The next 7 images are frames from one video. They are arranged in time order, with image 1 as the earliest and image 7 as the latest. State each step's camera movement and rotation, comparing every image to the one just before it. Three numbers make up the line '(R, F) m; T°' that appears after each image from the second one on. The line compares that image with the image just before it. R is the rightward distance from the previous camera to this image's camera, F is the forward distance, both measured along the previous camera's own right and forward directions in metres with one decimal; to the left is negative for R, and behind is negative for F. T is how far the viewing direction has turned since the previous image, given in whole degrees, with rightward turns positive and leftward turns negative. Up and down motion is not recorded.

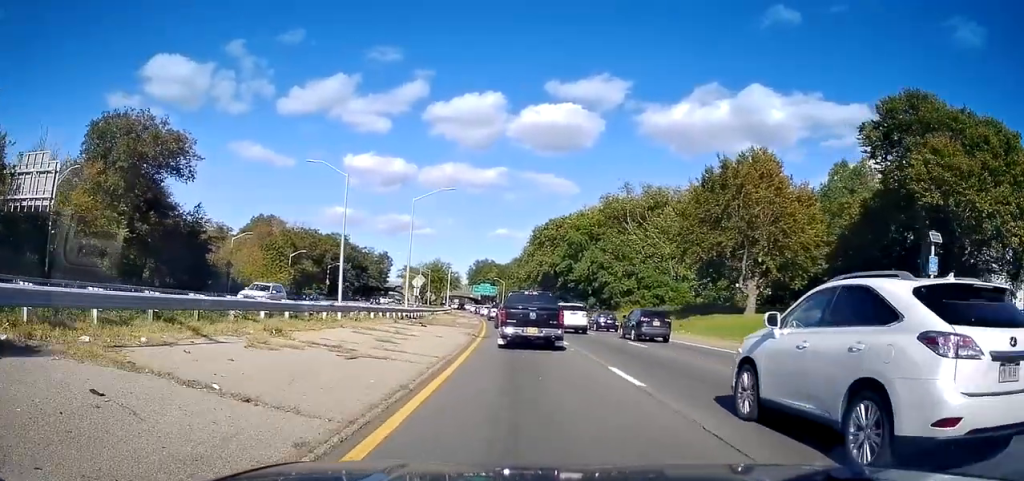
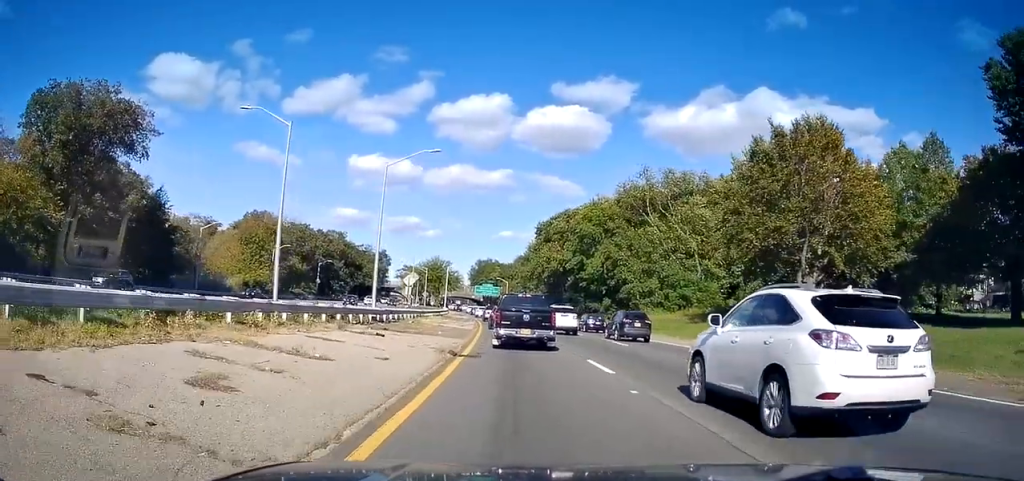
(-0.1, +10.1) m; -1°
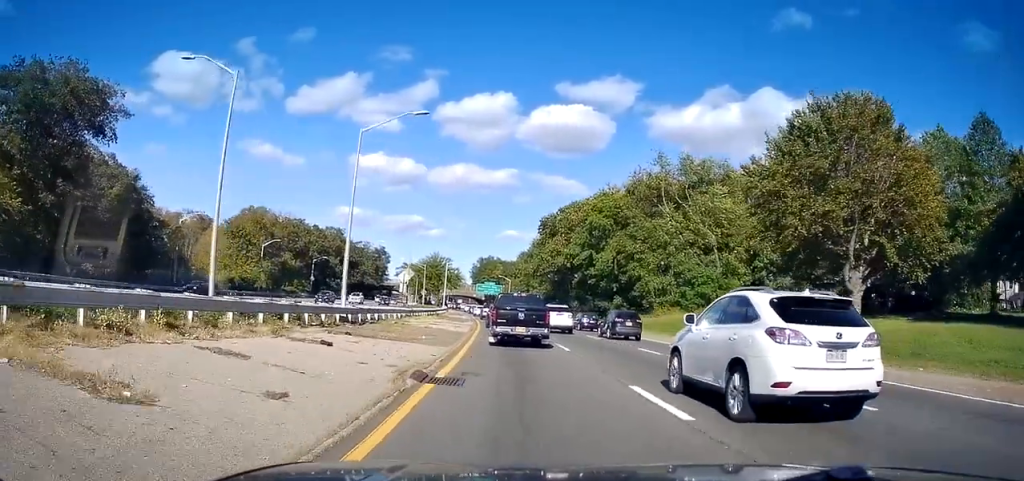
(-0.1, +5.8) m; -1°
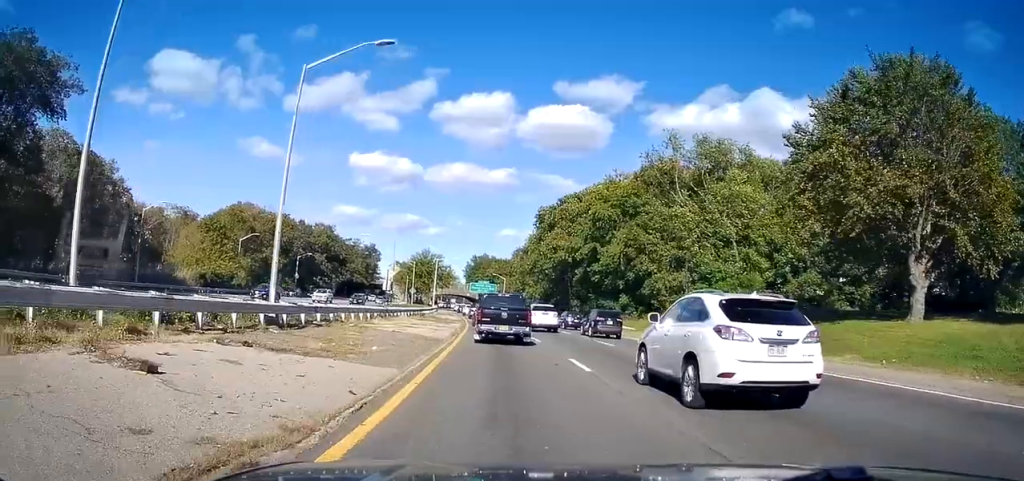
(0.0, +6.9) m; 0°
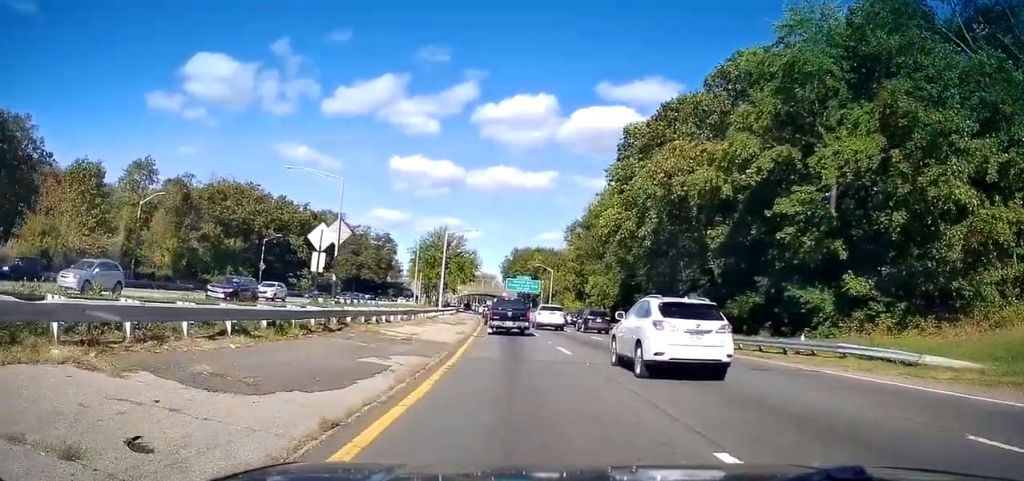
(-0.2, +35.7) m; -2°
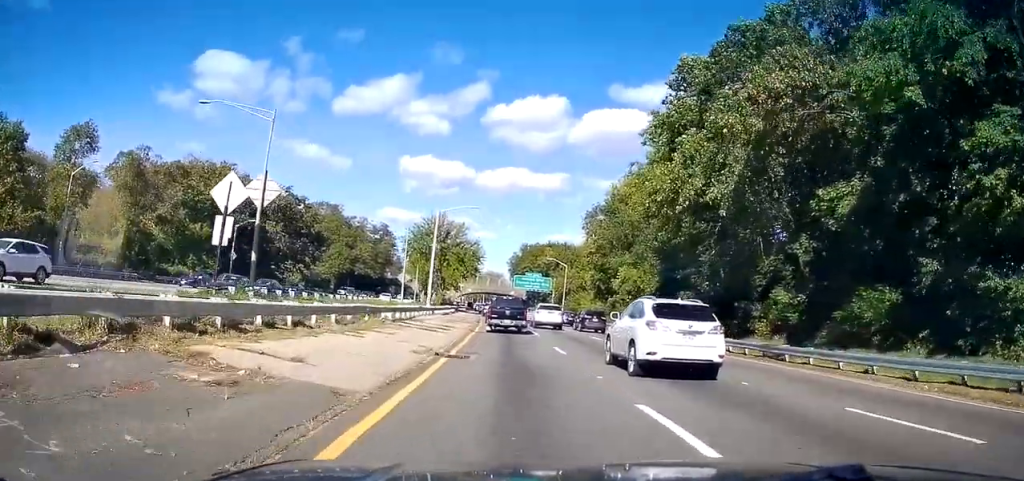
(-0.2, +12.3) m; 0°
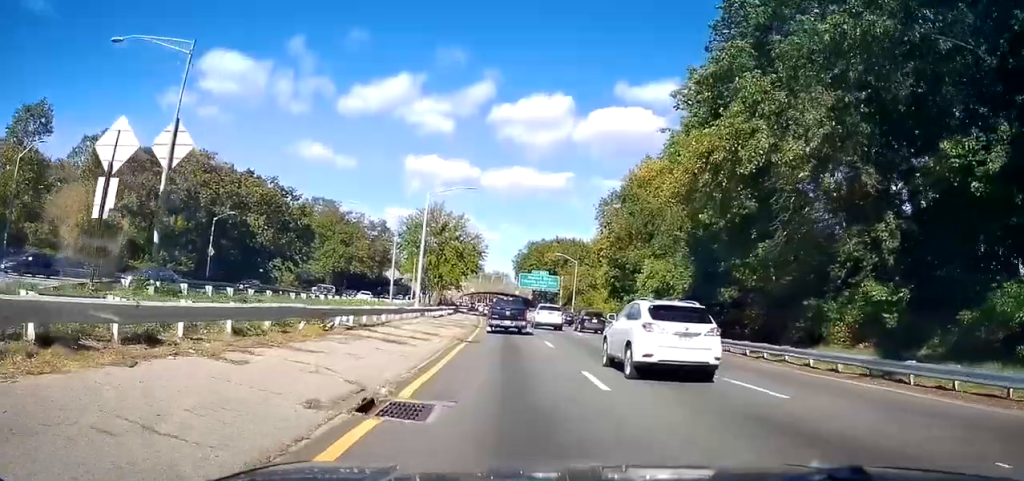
(+0.2, +7.4) m; 0°
